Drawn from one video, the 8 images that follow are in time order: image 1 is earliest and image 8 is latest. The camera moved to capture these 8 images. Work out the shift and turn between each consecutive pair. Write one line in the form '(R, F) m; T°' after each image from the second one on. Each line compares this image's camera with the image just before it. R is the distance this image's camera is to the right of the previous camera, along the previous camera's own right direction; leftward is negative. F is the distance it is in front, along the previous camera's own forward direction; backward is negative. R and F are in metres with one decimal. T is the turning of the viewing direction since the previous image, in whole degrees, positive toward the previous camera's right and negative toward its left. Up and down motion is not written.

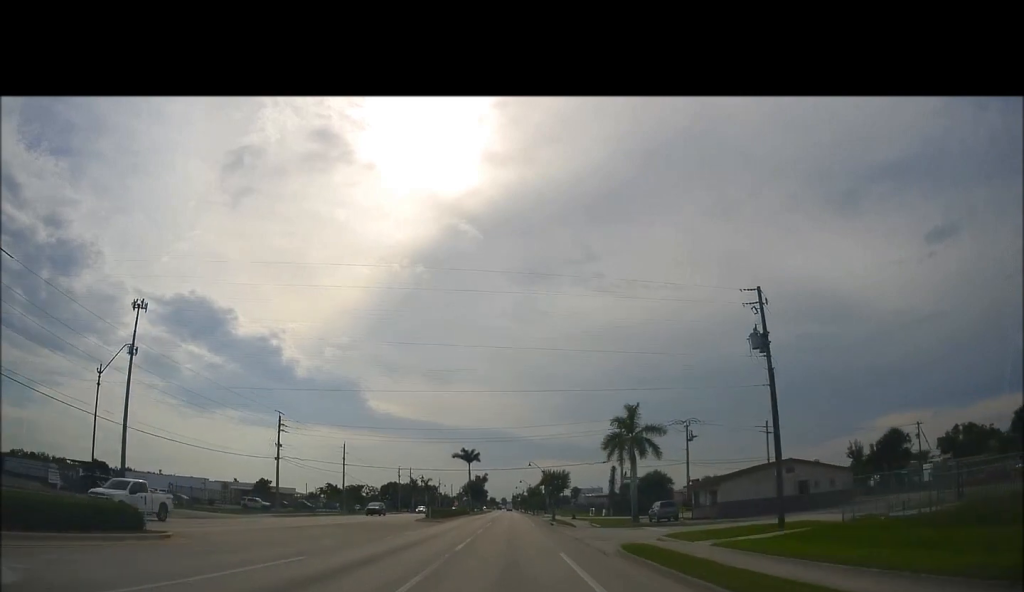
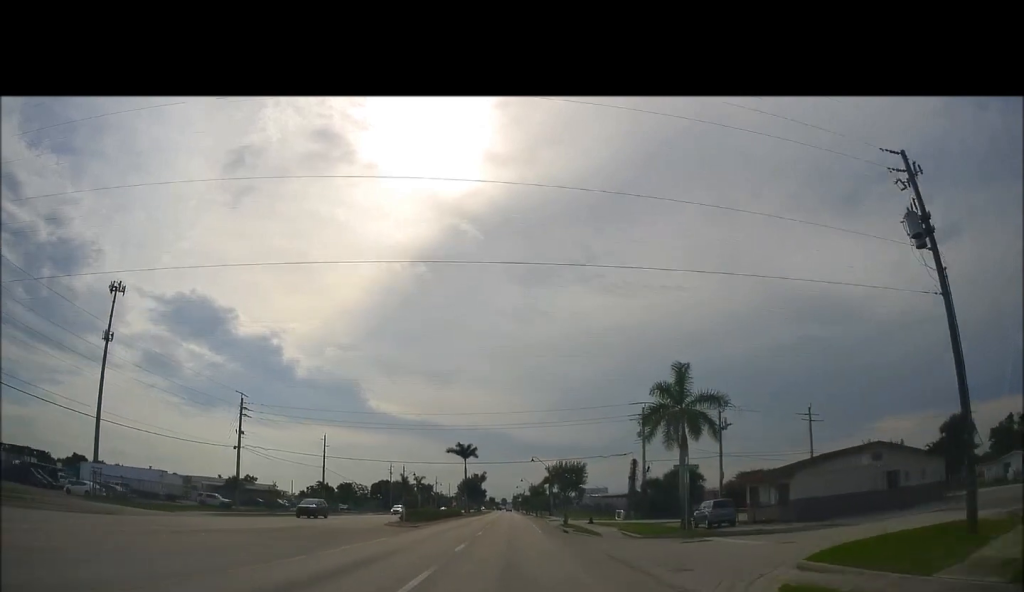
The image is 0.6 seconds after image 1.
(+0.1, +12.5) m; -1°
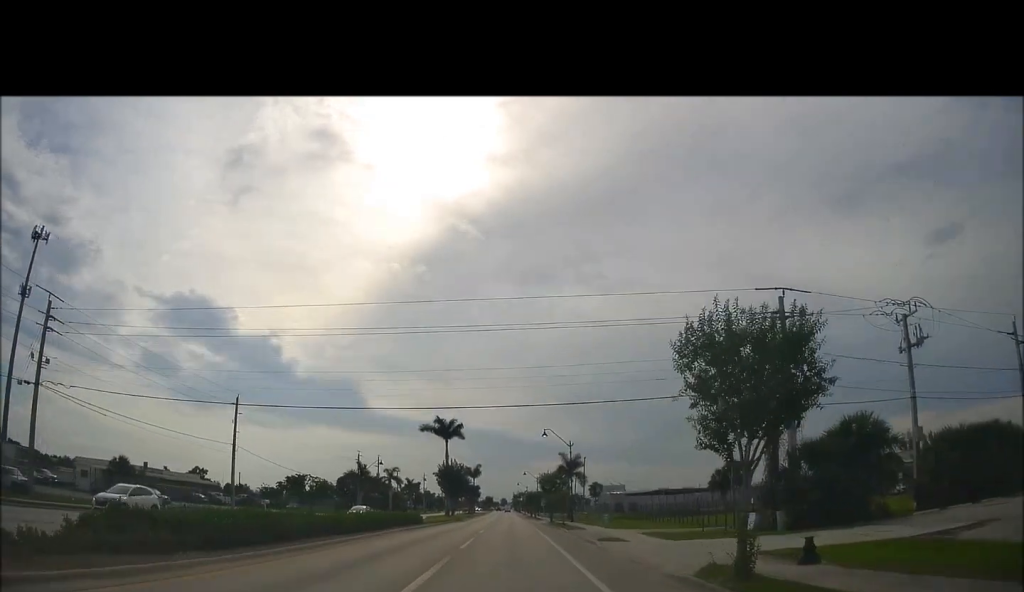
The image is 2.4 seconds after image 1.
(-0.1, +34.2) m; 0°
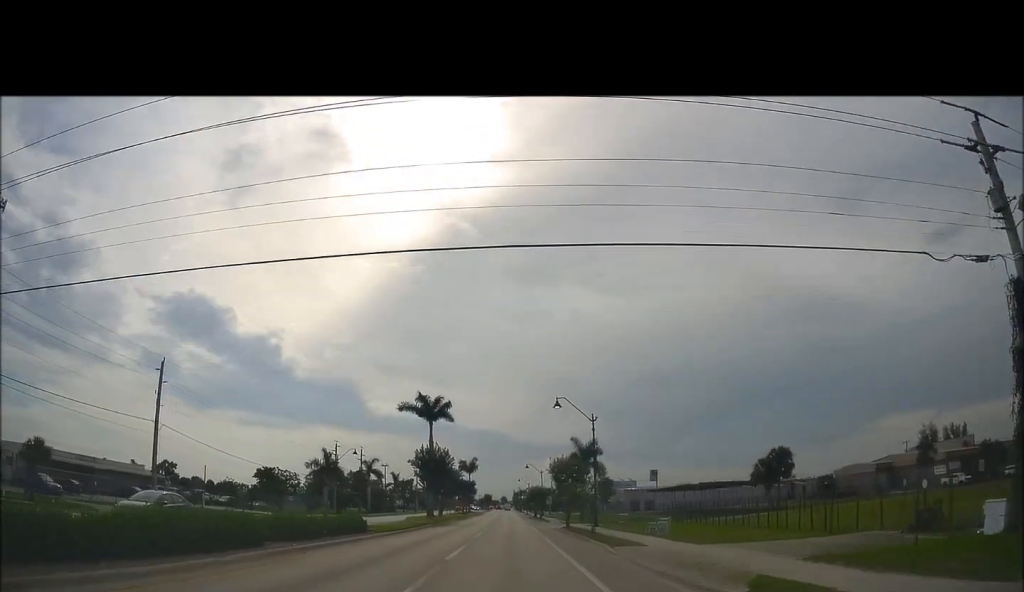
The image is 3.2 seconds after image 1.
(-0.2, +16.5) m; 0°
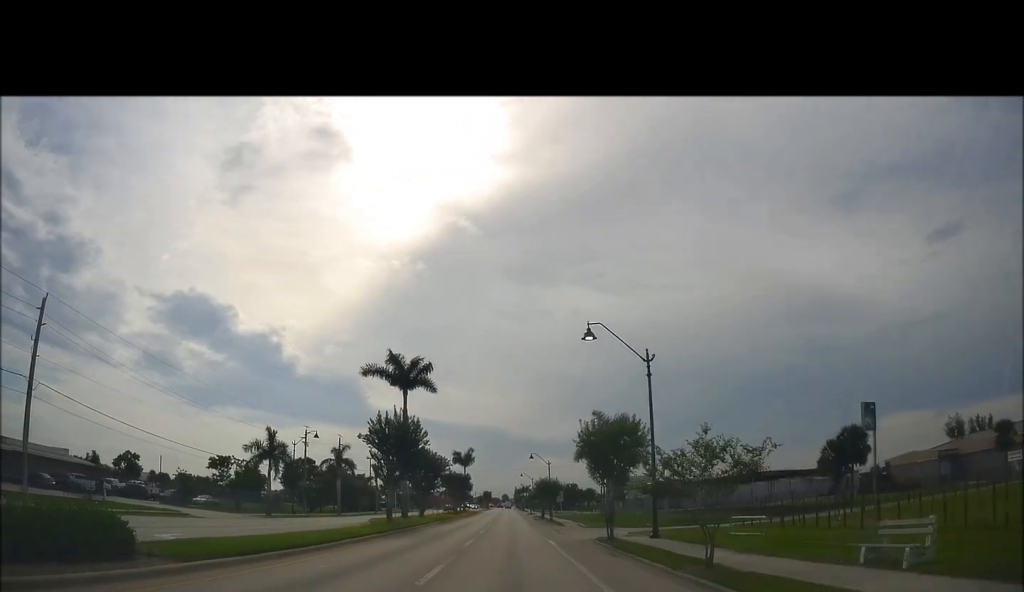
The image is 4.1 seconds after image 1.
(+0.1, +17.2) m; 0°
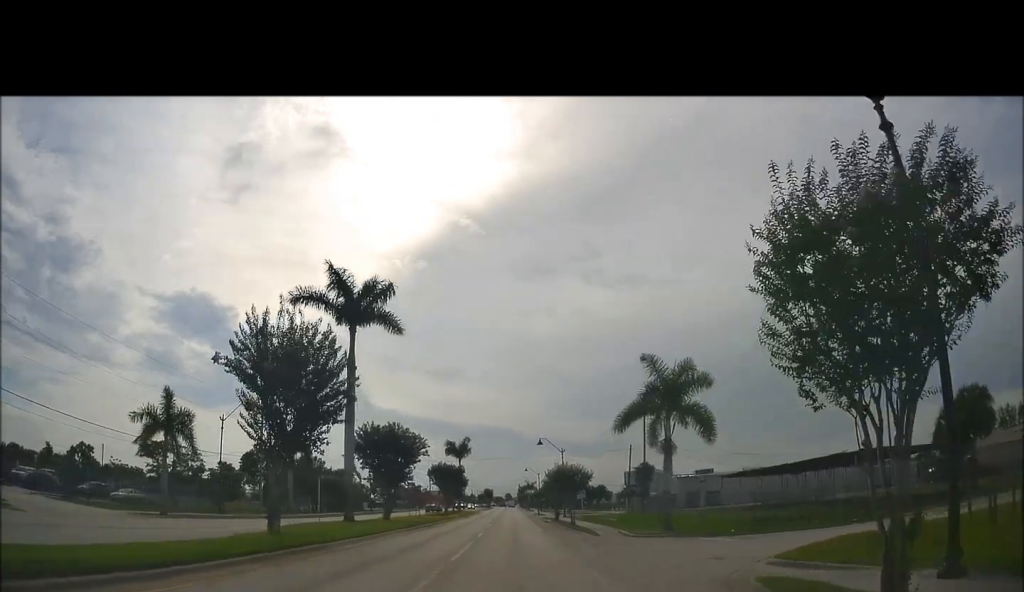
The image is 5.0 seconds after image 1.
(+0.1, +18.1) m; 0°
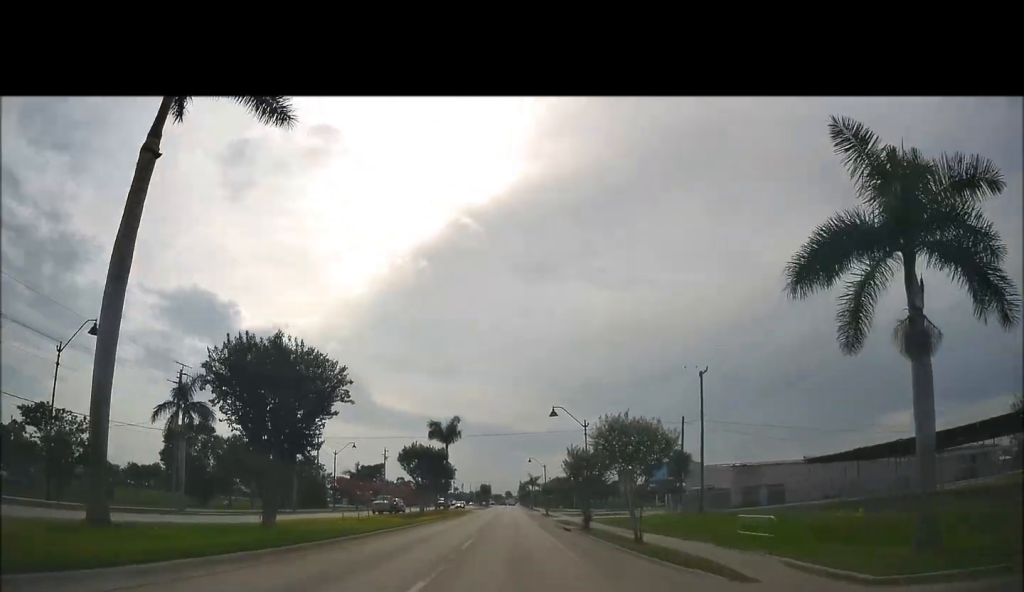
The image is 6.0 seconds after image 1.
(-0.1, +21.1) m; +1°
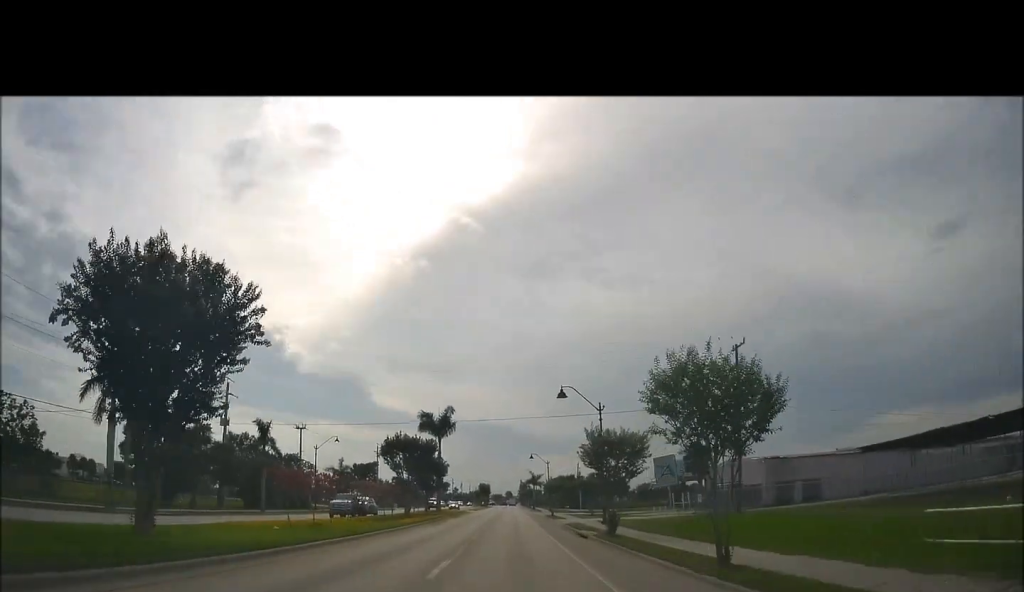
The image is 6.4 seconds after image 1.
(+0.1, +8.2) m; +1°
